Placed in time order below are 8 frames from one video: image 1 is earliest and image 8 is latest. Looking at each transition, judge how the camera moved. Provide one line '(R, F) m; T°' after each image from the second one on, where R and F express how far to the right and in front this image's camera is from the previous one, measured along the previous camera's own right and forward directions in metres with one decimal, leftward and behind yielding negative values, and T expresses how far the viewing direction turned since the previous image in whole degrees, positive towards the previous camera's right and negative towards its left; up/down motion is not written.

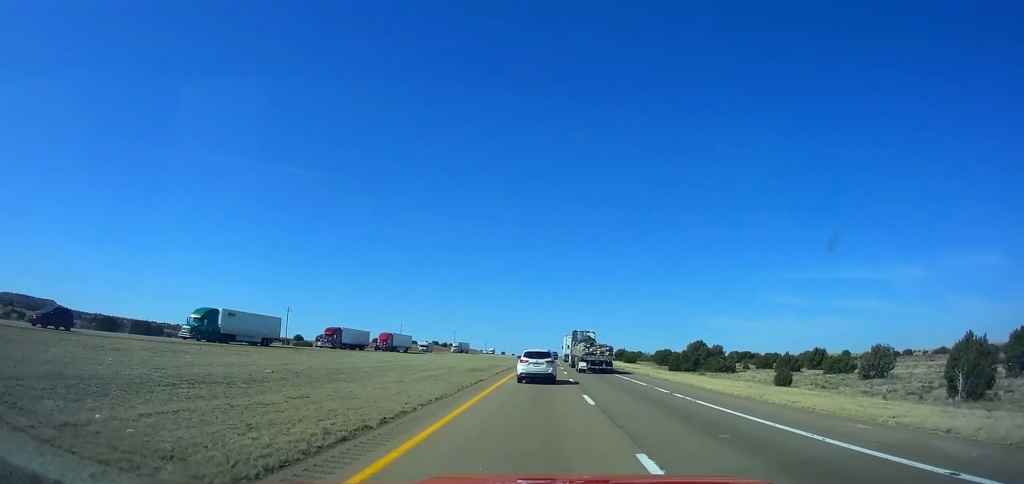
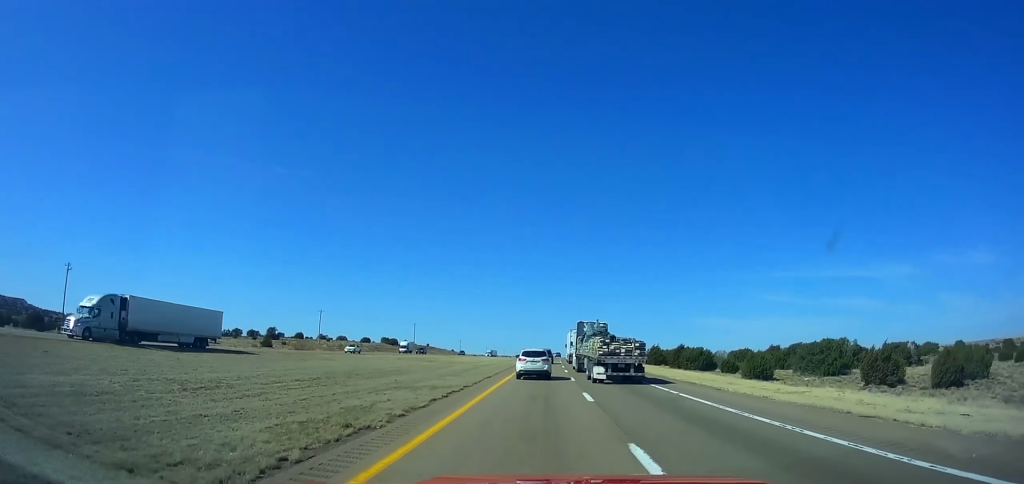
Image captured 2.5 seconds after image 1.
(+1.1, +84.3) m; +1°
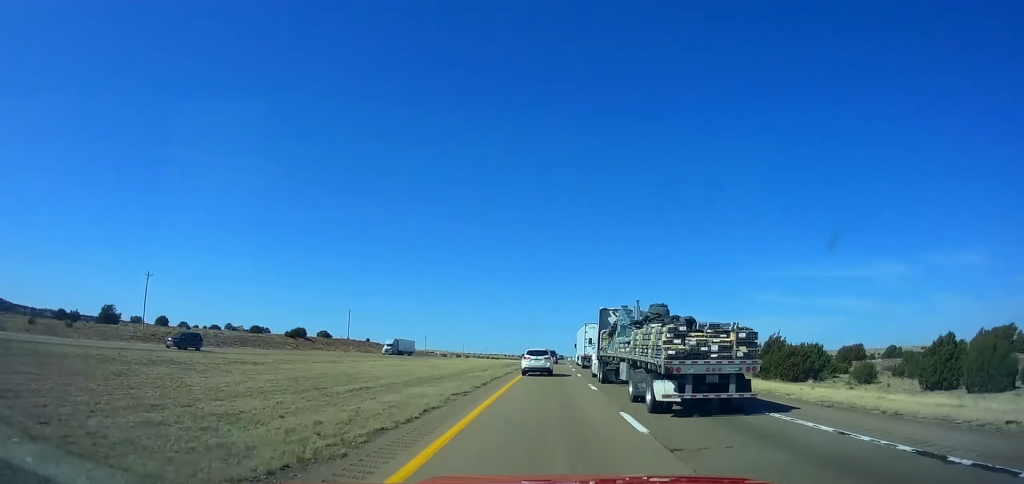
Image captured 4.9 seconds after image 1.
(+0.1, +80.0) m; +1°
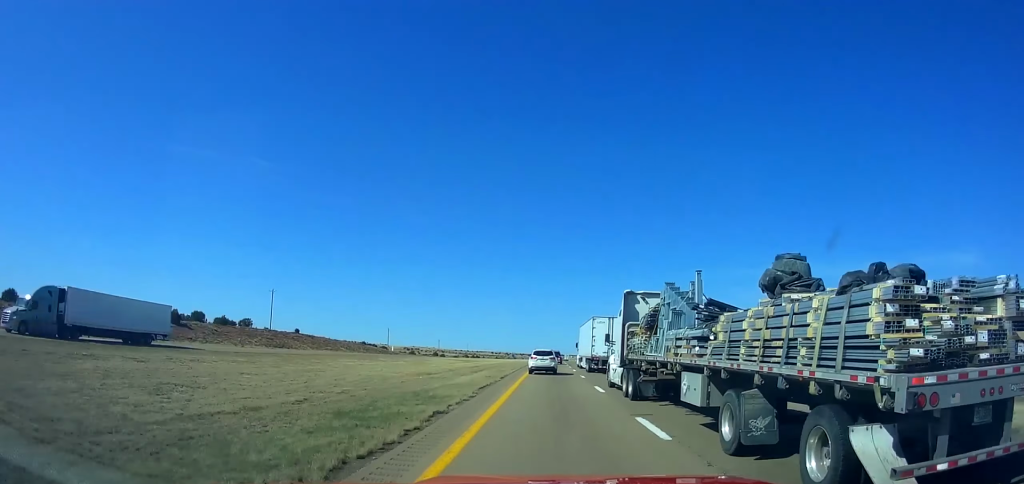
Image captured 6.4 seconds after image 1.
(+1.0, +49.4) m; +1°
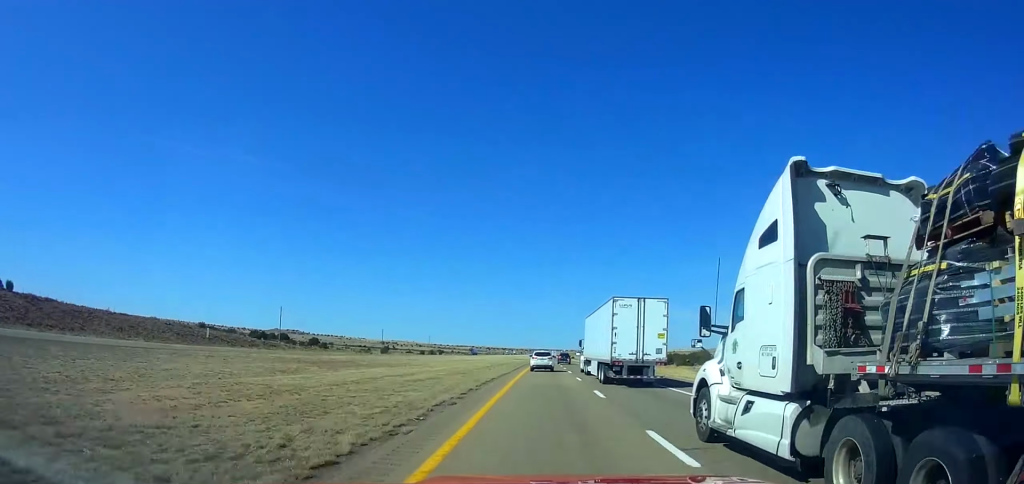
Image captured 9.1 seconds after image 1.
(+1.4, +88.5) m; +2°
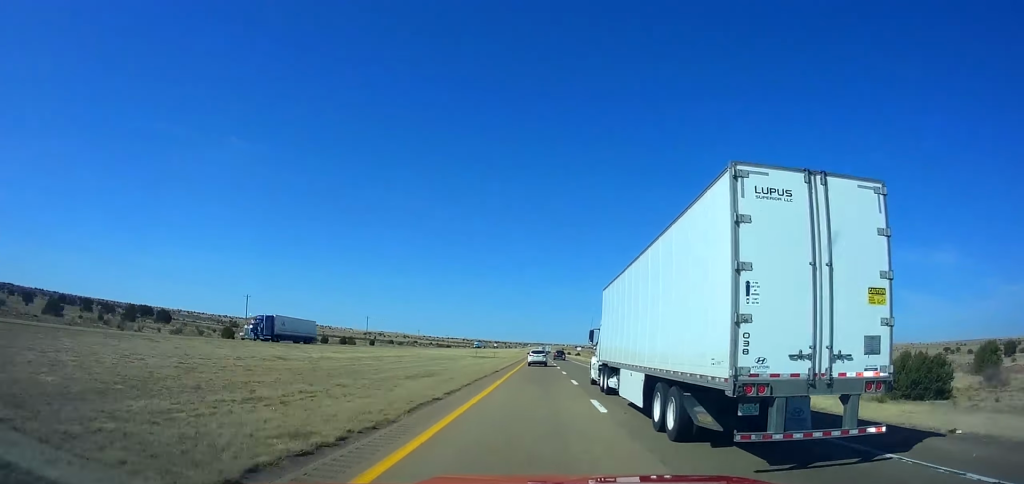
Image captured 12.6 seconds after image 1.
(+1.7, +114.4) m; +1°
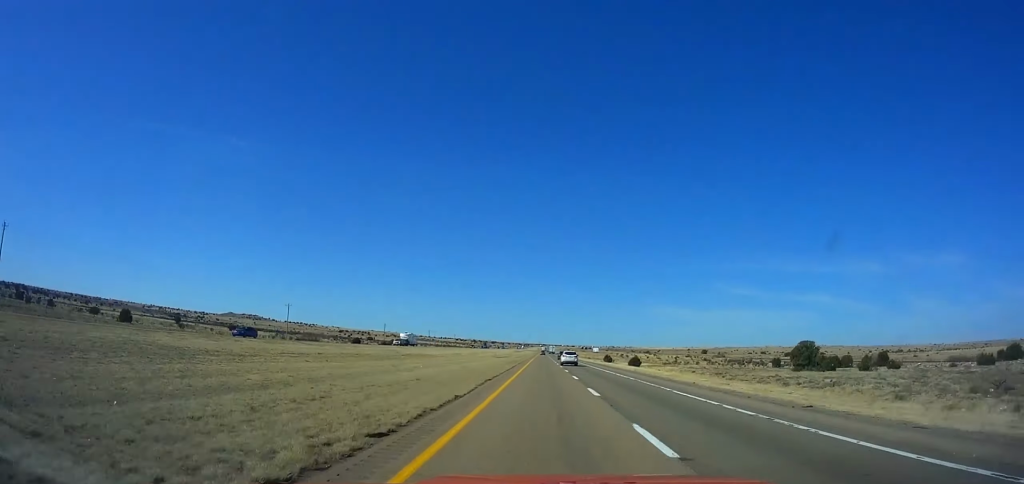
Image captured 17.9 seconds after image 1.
(-1.0, +177.0) m; 0°
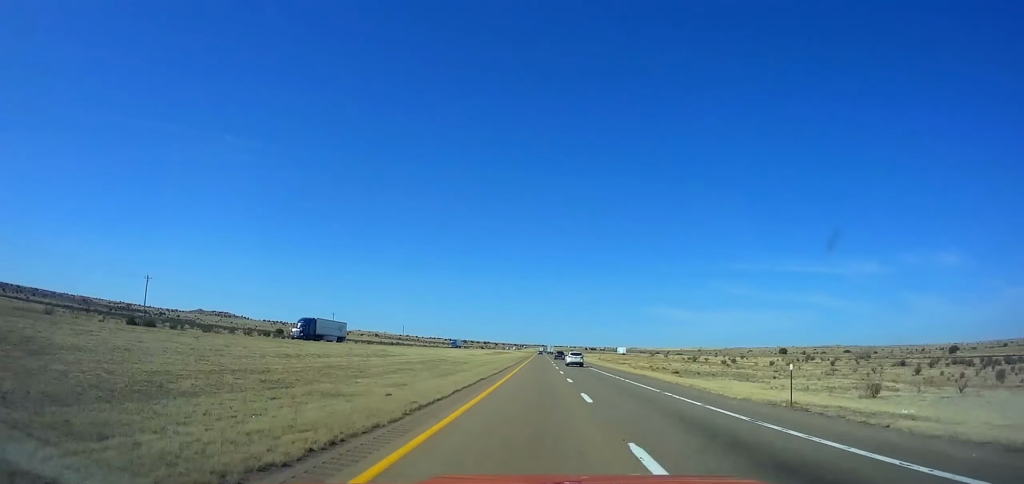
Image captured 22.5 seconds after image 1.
(+0.5, +159.6) m; 0°
